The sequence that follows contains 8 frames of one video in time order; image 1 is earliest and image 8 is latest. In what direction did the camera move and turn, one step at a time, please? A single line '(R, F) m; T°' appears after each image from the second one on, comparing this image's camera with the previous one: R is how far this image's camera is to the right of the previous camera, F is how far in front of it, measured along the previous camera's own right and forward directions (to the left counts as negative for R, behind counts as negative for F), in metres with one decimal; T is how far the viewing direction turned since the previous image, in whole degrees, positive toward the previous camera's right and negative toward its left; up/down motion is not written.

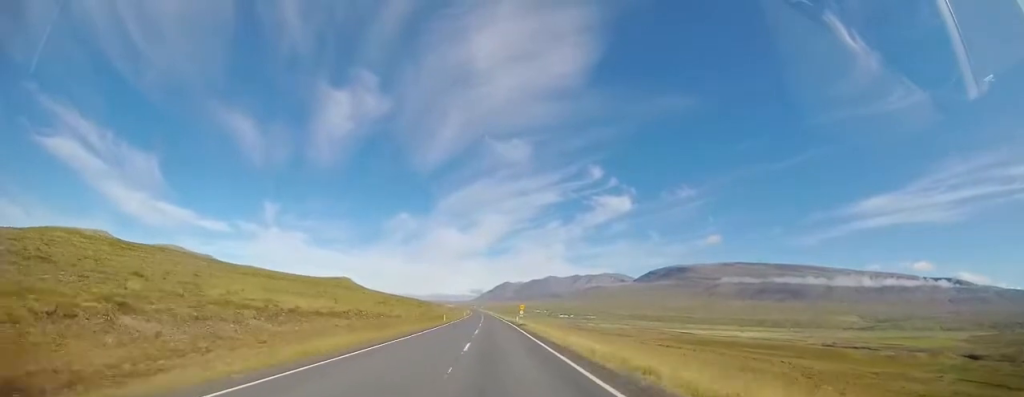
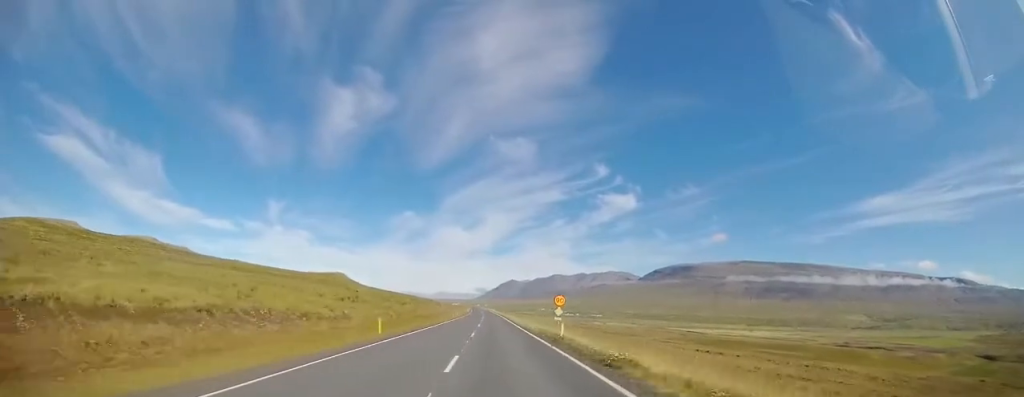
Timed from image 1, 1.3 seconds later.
(+0.1, +30.1) m; +1°
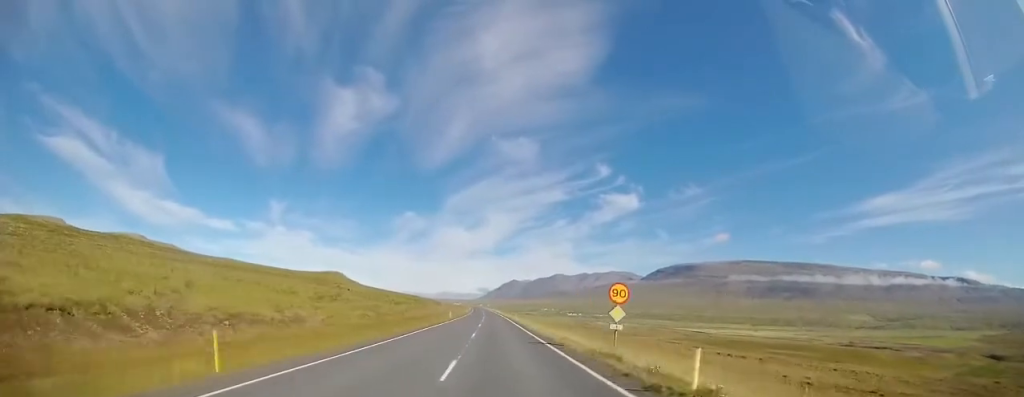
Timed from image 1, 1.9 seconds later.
(+0.4, +12.9) m; 0°
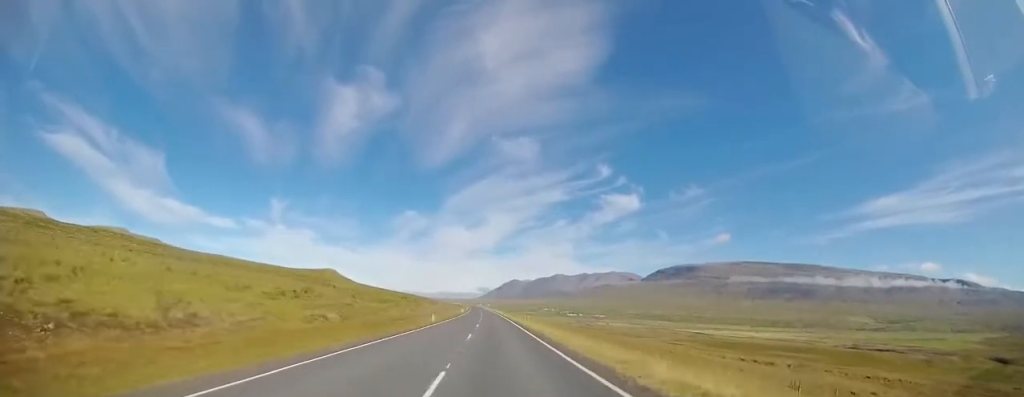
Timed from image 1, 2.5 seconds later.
(-0.4, +14.5) m; -1°
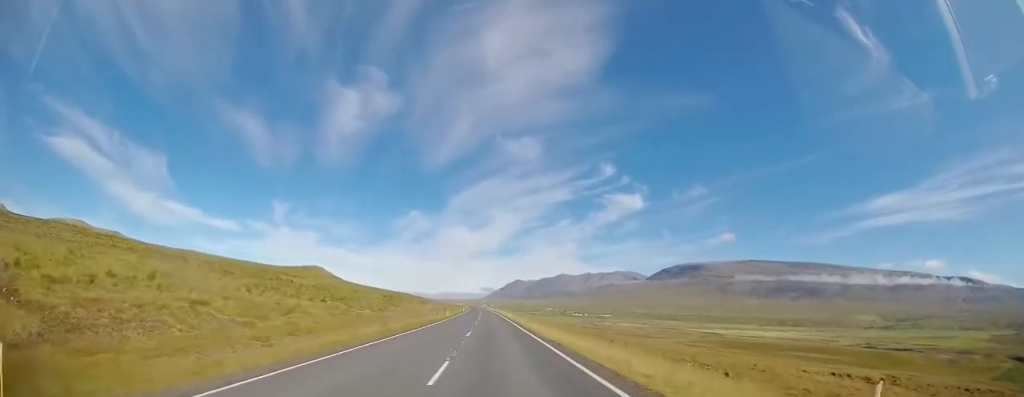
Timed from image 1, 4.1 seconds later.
(-0.6, +35.9) m; -2°
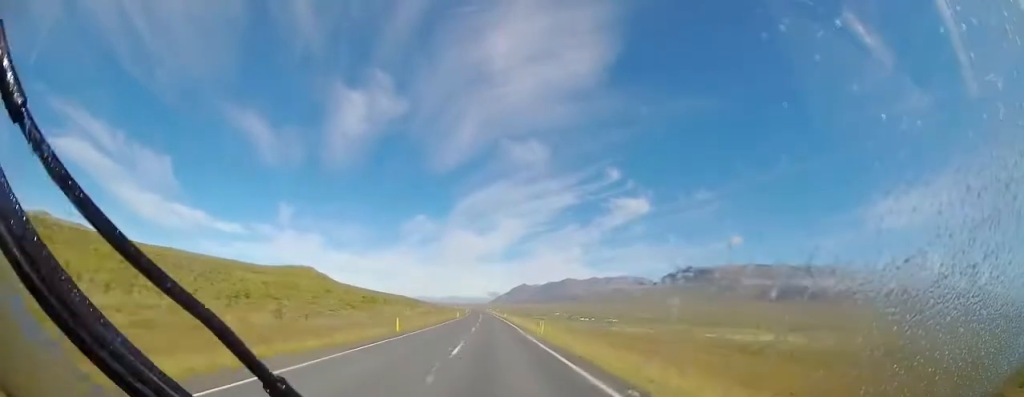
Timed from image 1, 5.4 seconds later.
(-0.4, +30.5) m; 0°
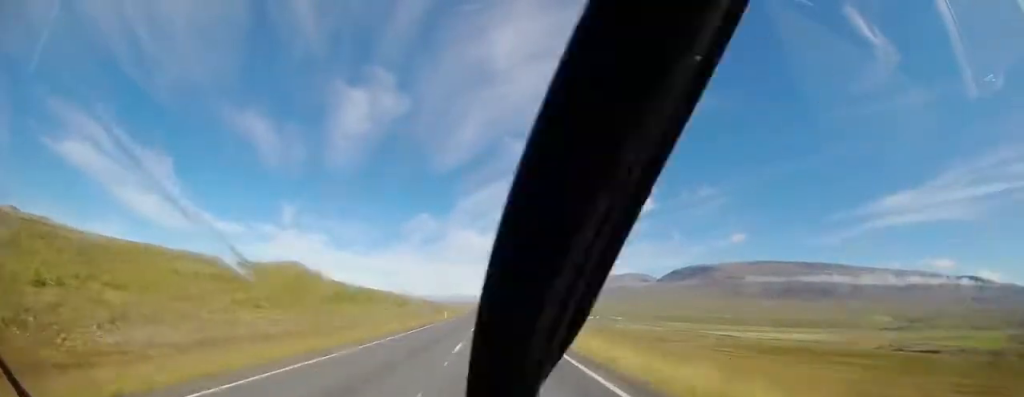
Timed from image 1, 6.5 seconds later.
(+0.2, +24.5) m; 0°
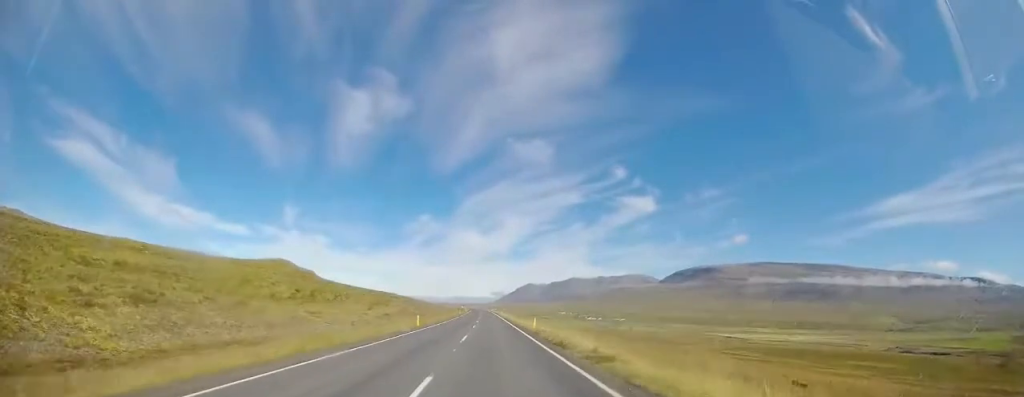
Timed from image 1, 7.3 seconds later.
(0.0, +19.1) m; 0°
